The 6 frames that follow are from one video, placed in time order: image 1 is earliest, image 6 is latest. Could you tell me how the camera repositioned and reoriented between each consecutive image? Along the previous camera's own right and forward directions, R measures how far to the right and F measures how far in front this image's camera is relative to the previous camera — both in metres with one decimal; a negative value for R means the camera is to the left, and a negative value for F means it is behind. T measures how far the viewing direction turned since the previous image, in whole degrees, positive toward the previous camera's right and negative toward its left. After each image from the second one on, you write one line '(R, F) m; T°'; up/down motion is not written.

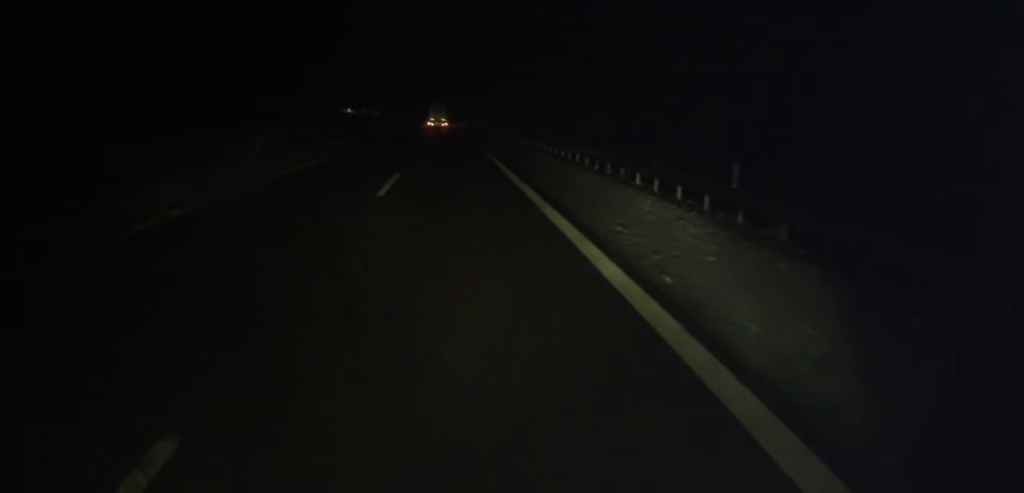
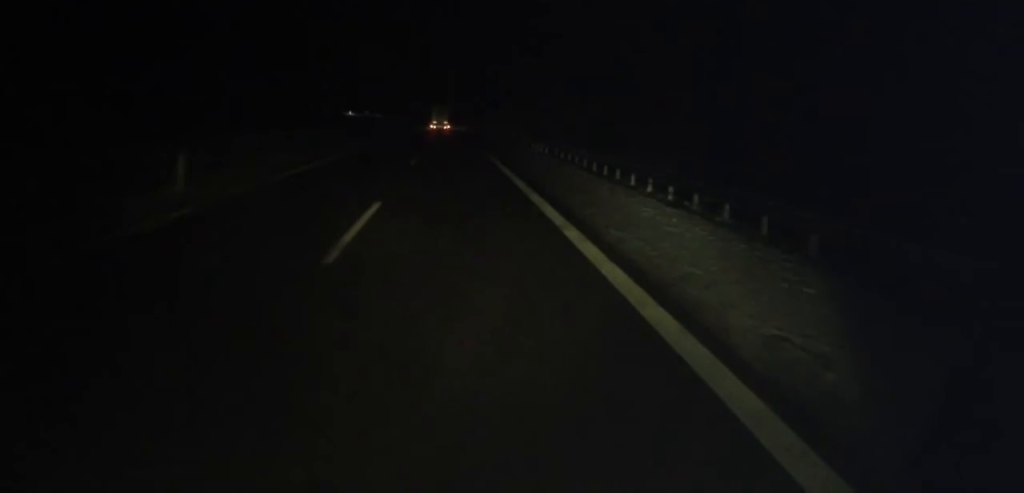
(-0.1, +7.0) m; -1°
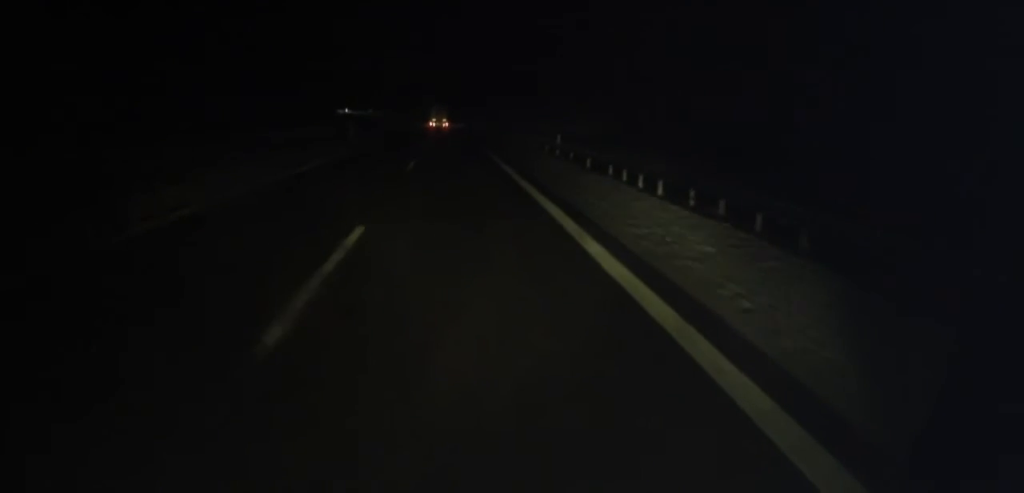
(0.0, +21.4) m; 0°
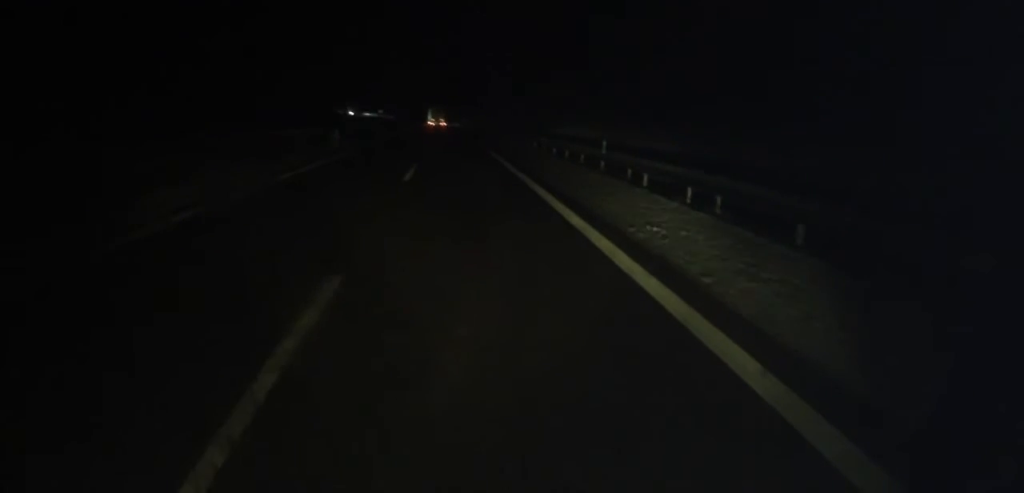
(-1.3, +57.6) m; -1°
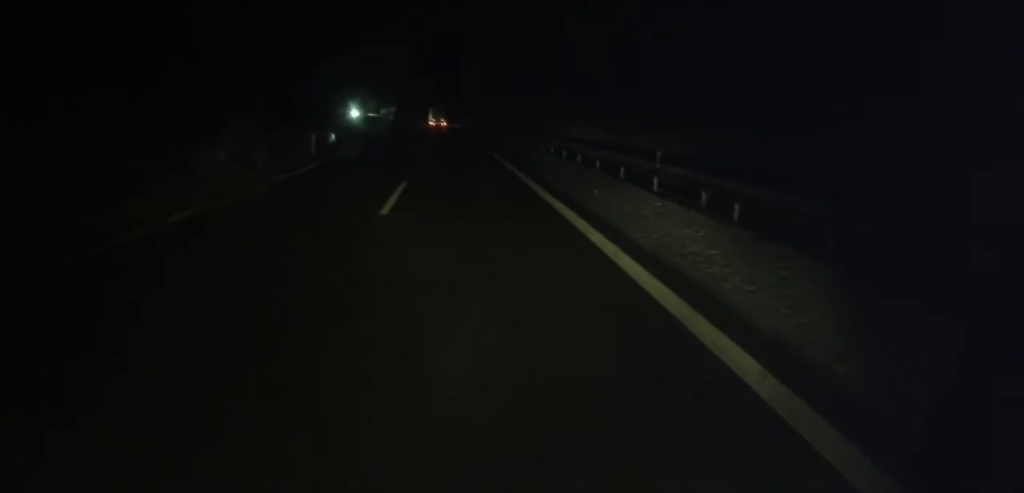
(0.0, +6.9) m; 0°
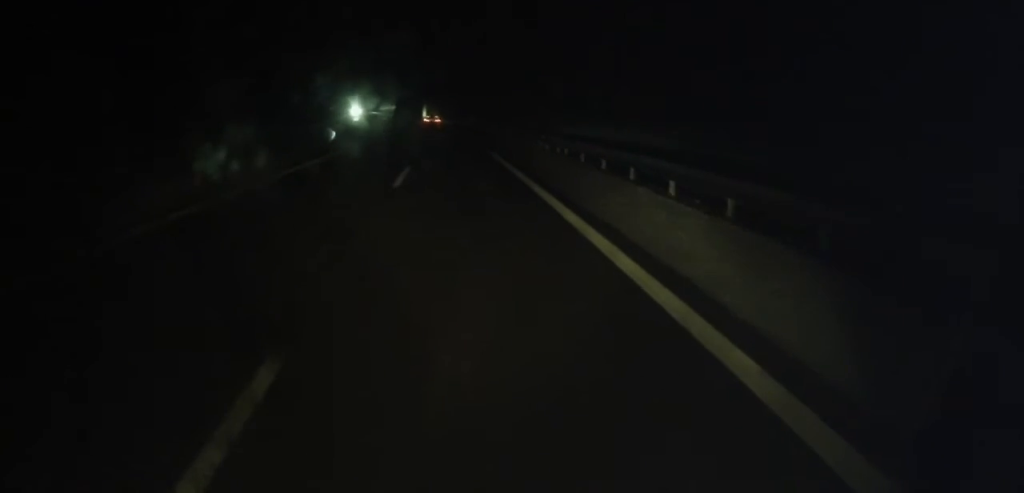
(-0.3, +13.8) m; -2°
